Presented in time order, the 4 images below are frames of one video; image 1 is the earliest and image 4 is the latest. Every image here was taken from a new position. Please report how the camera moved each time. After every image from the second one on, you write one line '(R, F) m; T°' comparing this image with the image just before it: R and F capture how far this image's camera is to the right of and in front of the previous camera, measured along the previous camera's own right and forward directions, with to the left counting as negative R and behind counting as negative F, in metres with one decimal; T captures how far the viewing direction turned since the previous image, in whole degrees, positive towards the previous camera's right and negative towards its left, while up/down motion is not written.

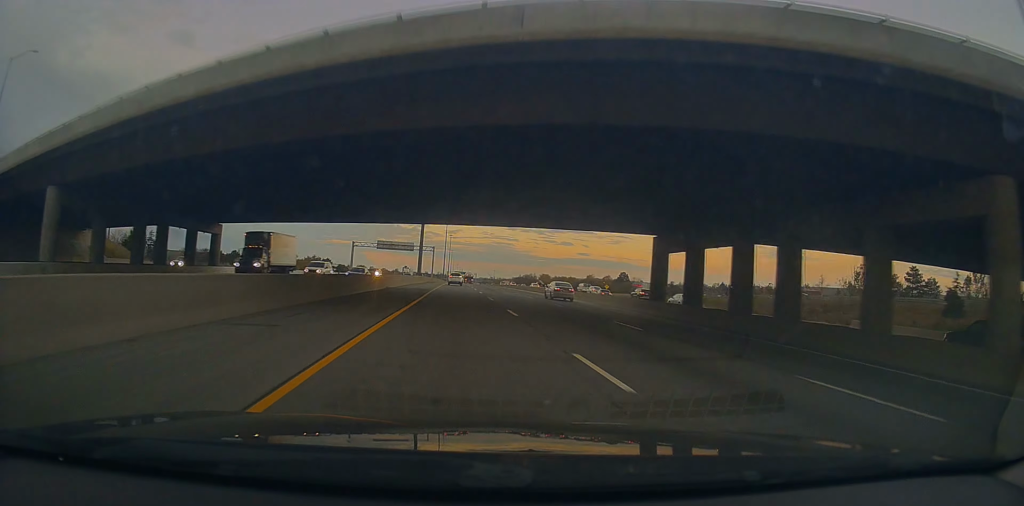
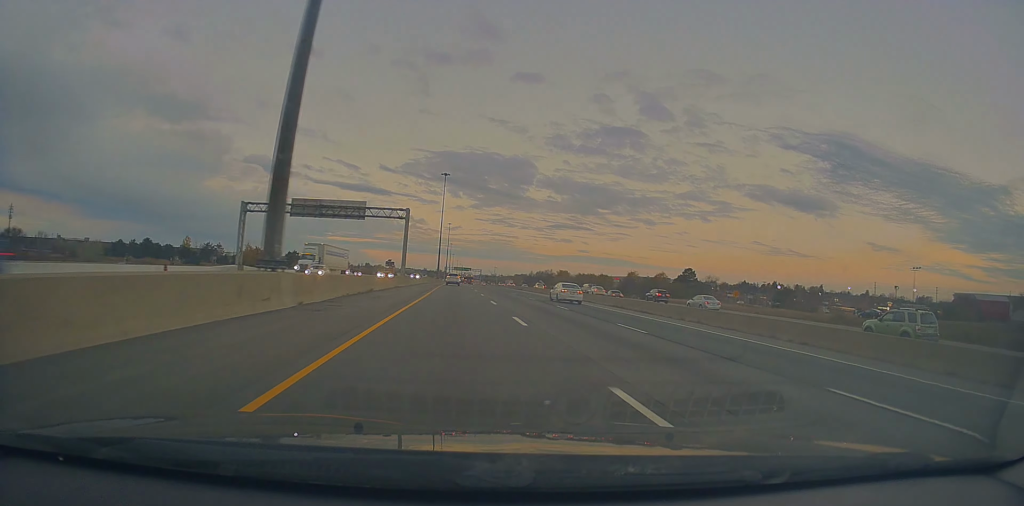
(-0.3, +73.5) m; -1°
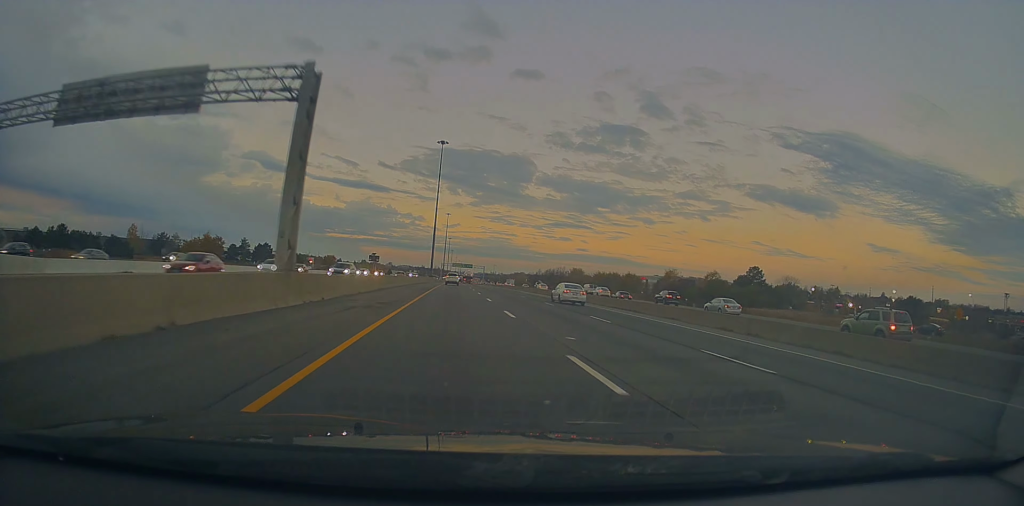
(+0.5, +43.7) m; +2°
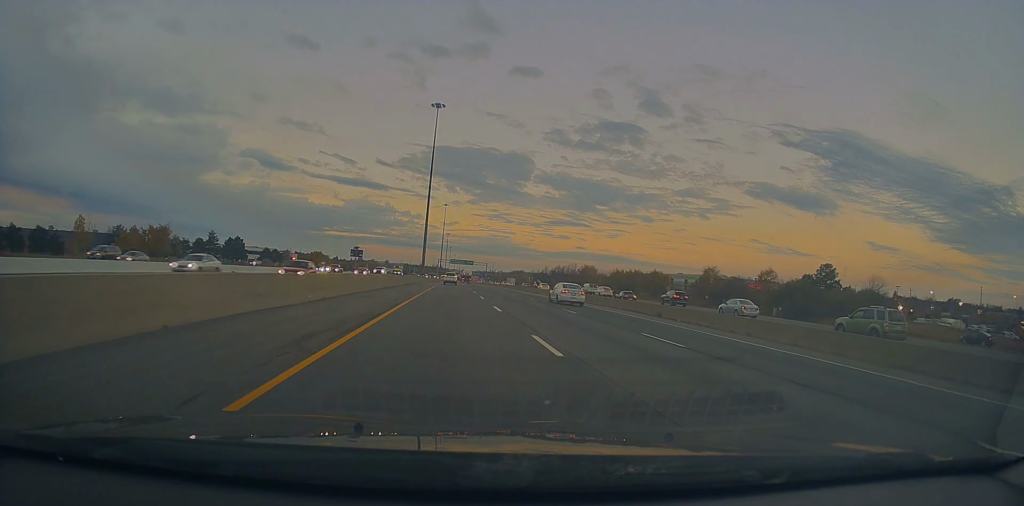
(+0.3, +31.9) m; 0°
